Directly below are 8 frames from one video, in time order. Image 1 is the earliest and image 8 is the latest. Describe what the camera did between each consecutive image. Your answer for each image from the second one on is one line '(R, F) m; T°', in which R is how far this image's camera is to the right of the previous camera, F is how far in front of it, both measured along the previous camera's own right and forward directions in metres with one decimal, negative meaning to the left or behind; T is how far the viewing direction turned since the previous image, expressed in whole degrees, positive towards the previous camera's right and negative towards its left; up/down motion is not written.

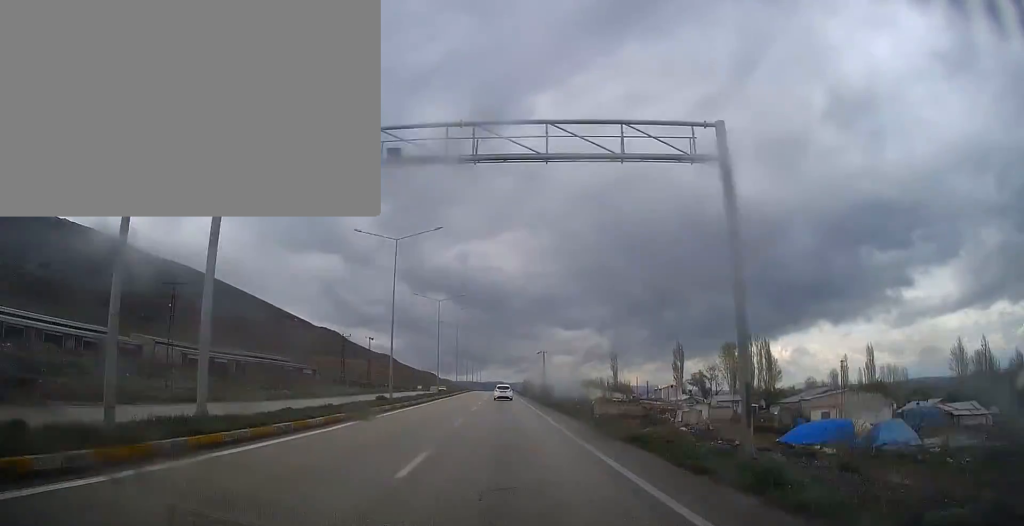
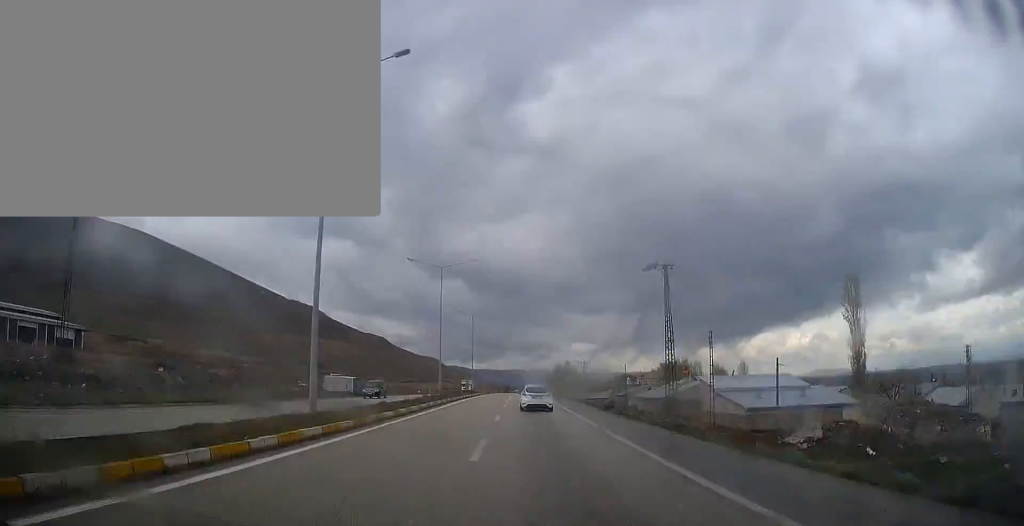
(-1.3, +140.7) m; 0°
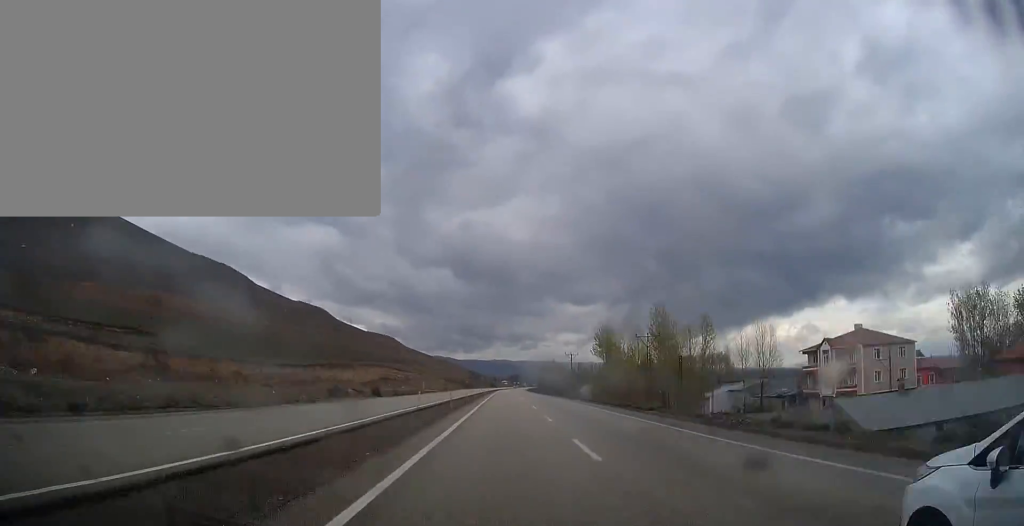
(+0.3, +156.9) m; +1°
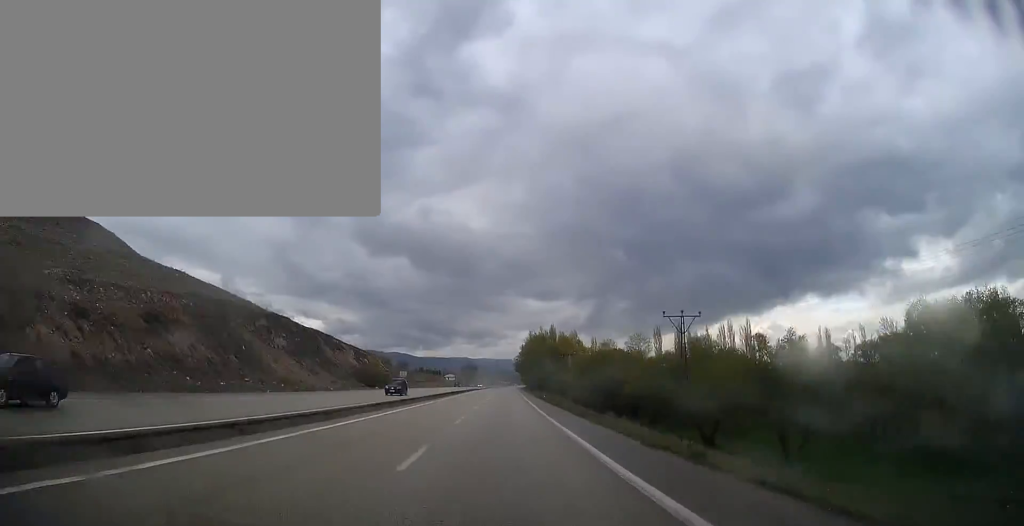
(+11.1, +310.9) m; +4°
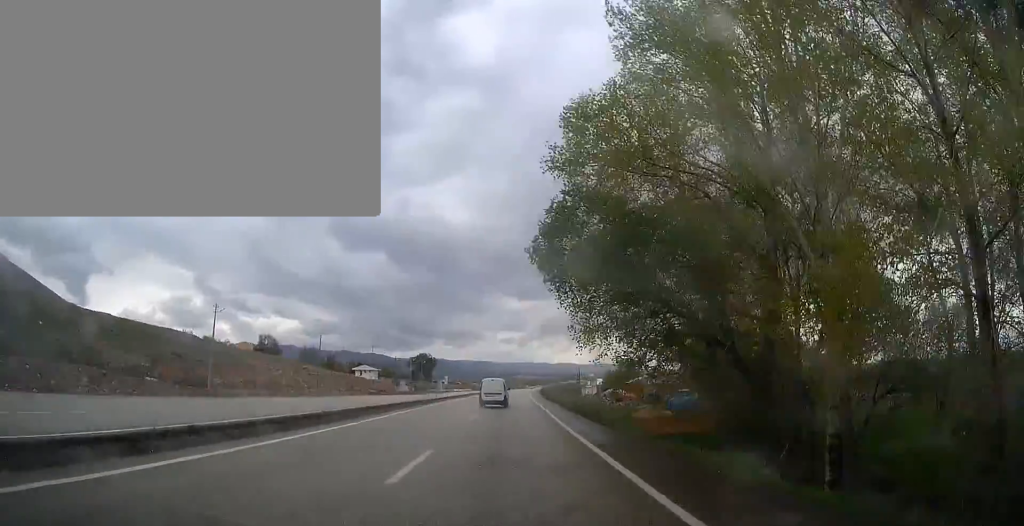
(+7.9, +262.7) m; +3°
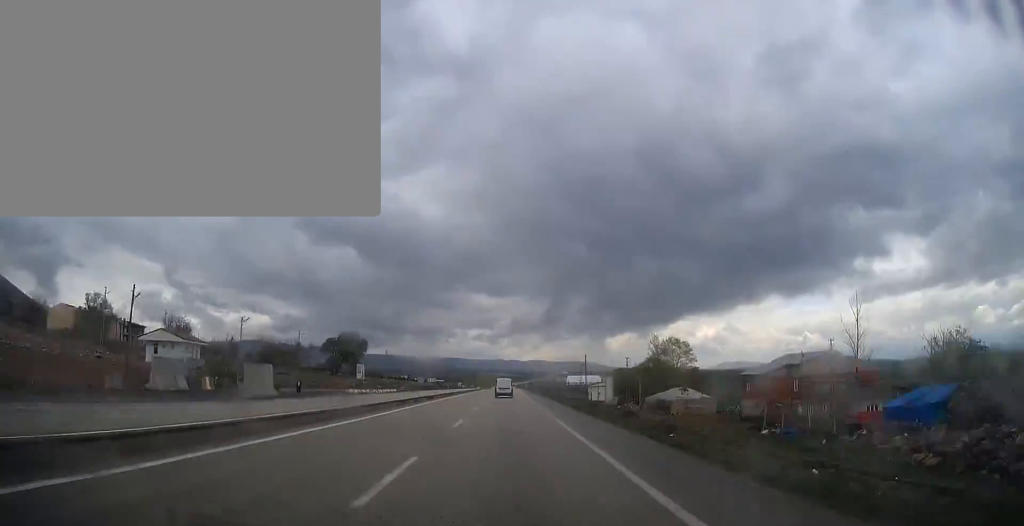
(+1.6, +135.3) m; +1°
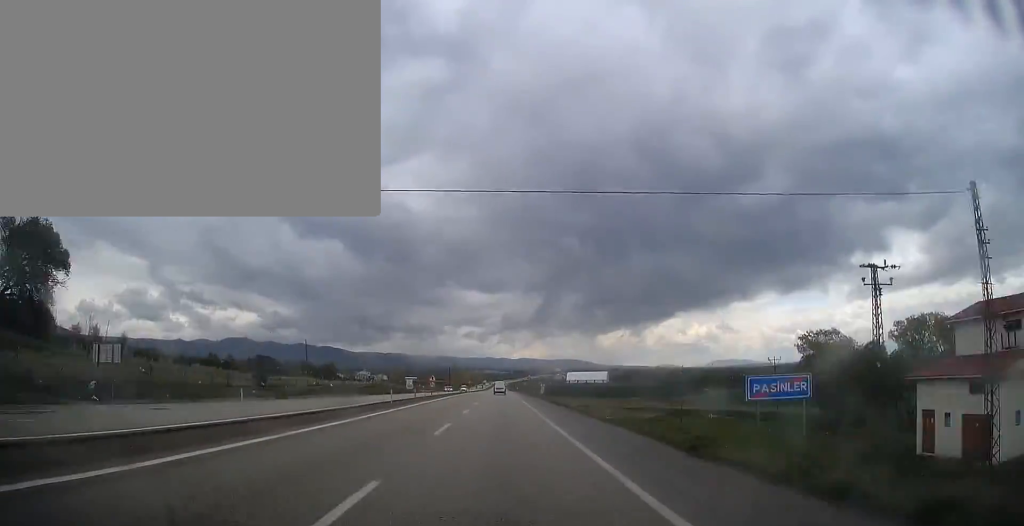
(+1.7, +171.2) m; +1°
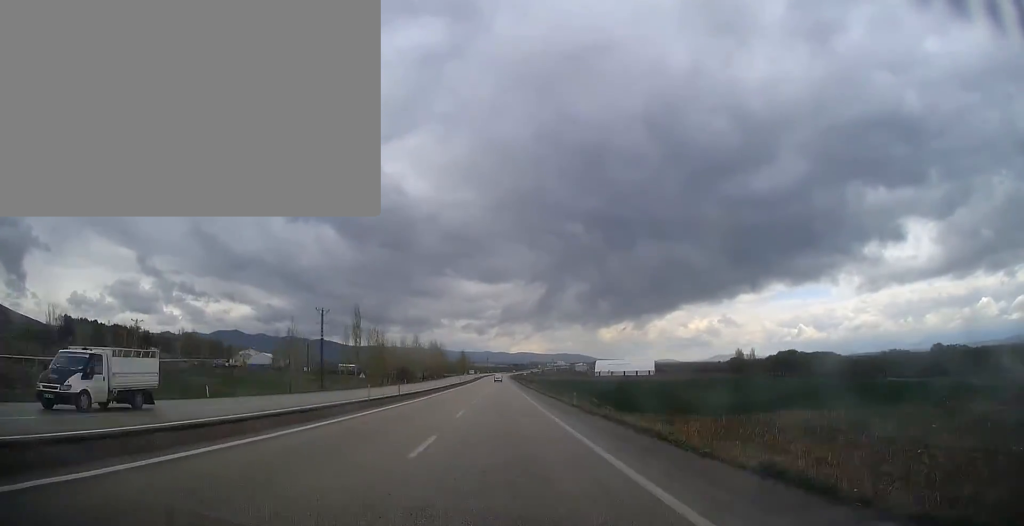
(+0.9, +169.4) m; +1°
